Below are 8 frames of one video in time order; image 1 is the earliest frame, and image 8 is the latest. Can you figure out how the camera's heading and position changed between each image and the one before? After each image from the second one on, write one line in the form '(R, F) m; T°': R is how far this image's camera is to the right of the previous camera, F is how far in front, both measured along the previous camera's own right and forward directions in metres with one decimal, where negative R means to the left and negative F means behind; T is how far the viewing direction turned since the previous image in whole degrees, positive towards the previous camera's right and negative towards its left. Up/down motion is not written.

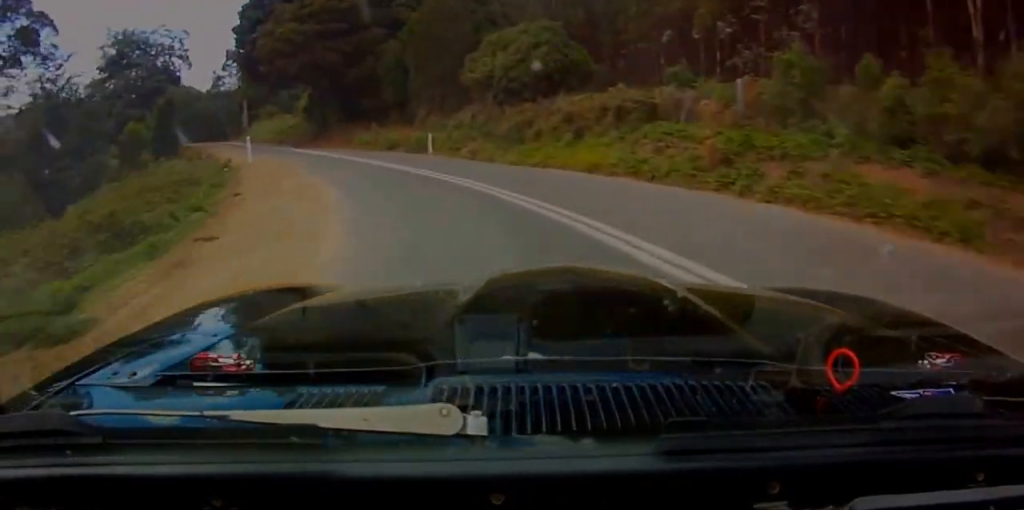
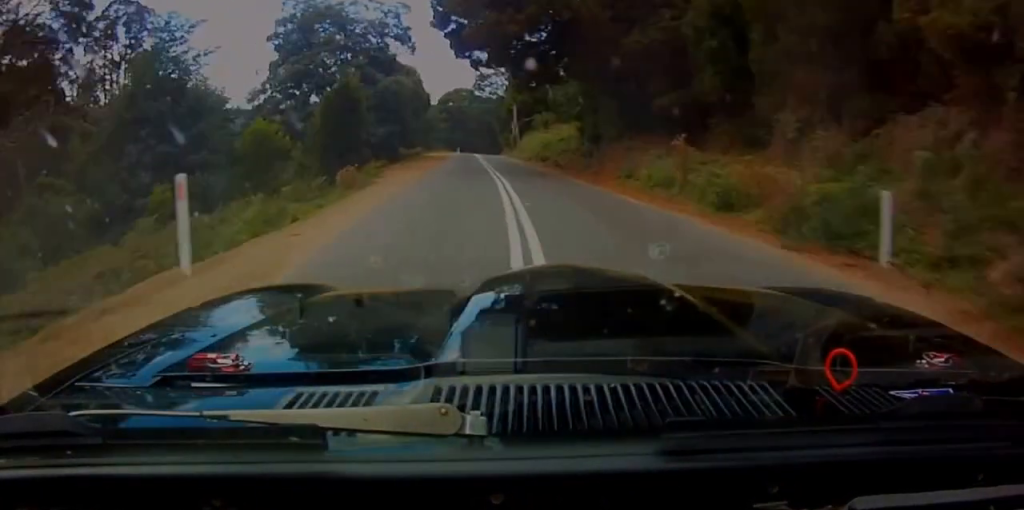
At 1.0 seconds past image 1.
(-5.9, +15.8) m; -42°
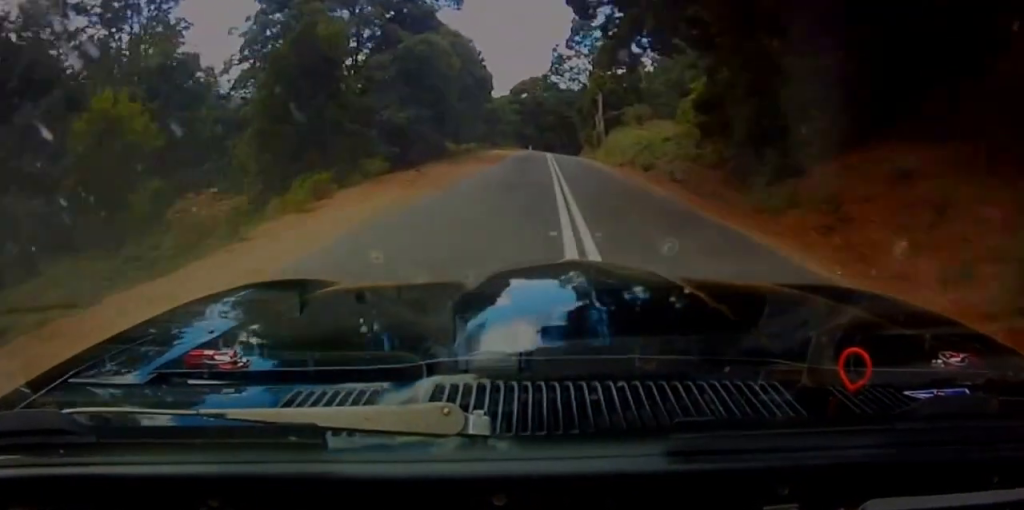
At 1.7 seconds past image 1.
(-2.7, +10.4) m; -17°
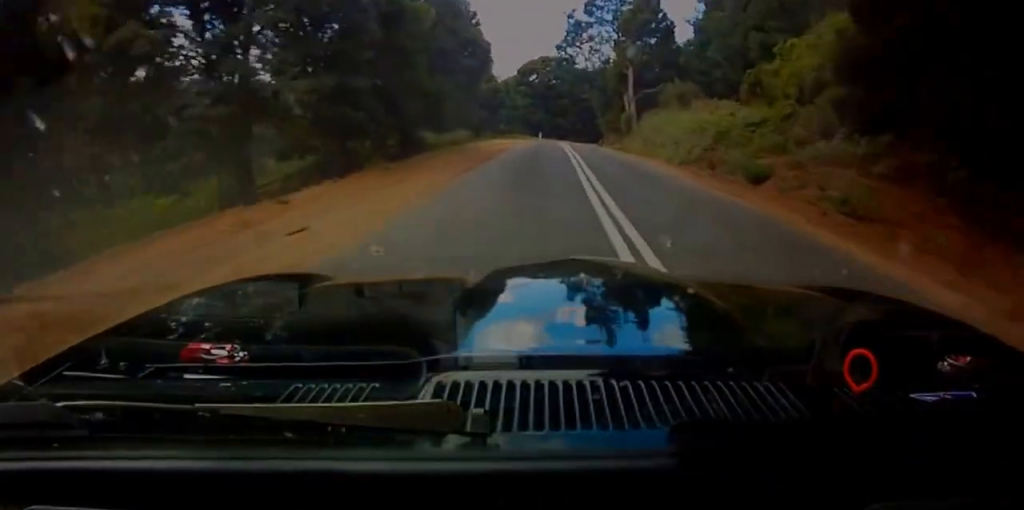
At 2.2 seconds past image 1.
(-1.7, +9.7) m; -9°
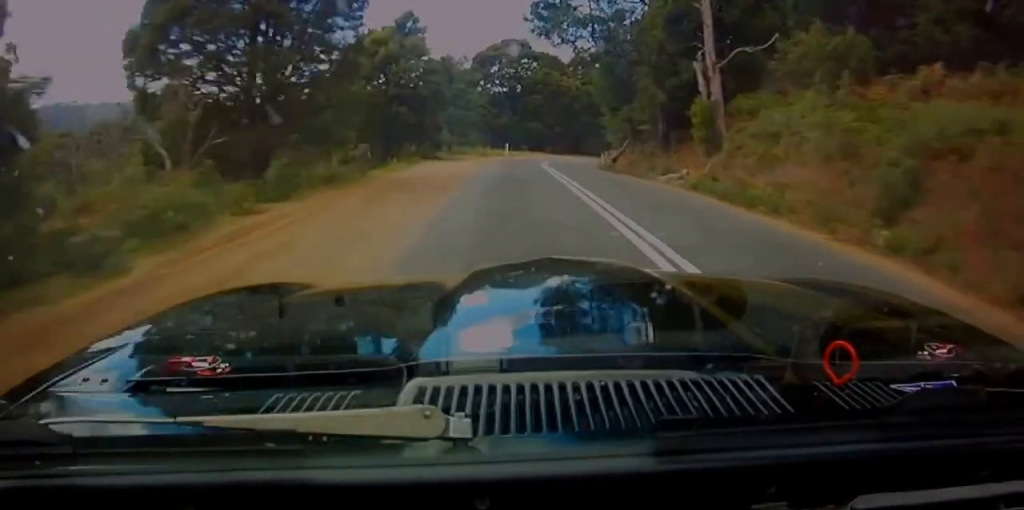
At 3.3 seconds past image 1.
(-0.5, +22.6) m; -1°
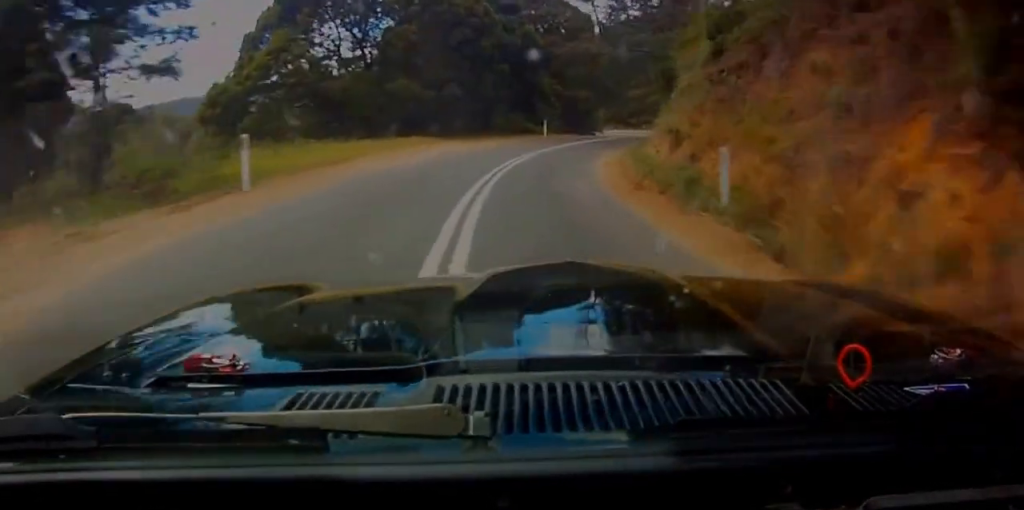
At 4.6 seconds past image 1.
(-2.9, +35.9) m; -12°
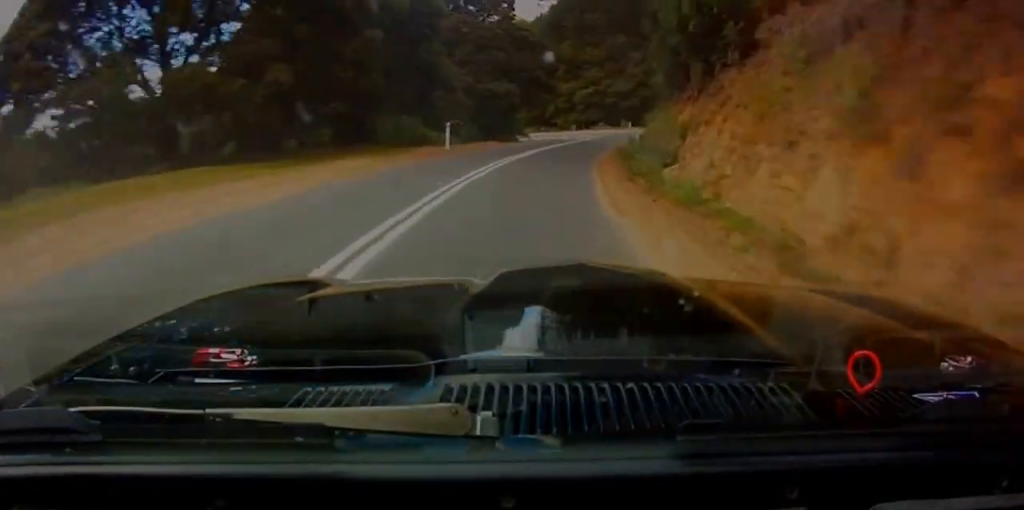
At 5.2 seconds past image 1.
(-1.7, +19.3) m; -5°
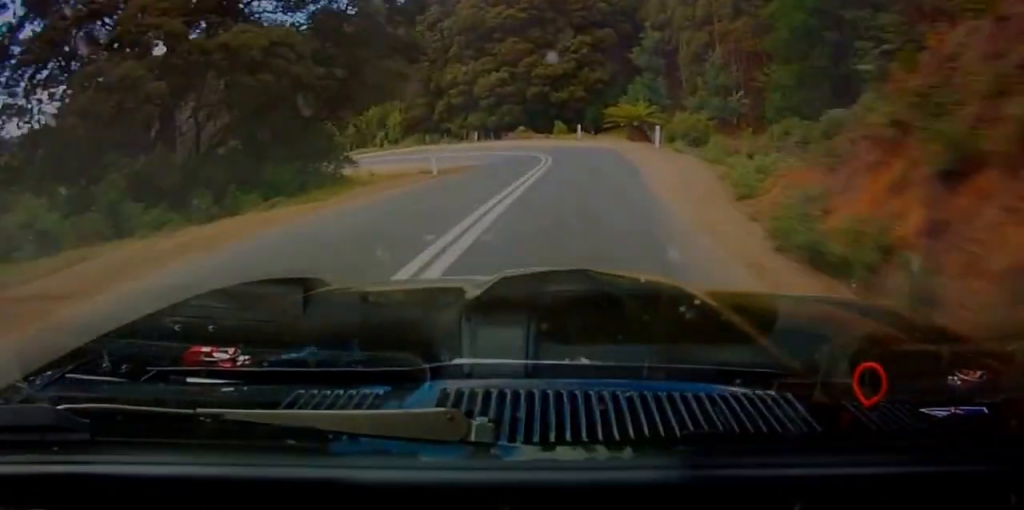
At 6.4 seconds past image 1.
(-0.4, +39.6) m; -1°
